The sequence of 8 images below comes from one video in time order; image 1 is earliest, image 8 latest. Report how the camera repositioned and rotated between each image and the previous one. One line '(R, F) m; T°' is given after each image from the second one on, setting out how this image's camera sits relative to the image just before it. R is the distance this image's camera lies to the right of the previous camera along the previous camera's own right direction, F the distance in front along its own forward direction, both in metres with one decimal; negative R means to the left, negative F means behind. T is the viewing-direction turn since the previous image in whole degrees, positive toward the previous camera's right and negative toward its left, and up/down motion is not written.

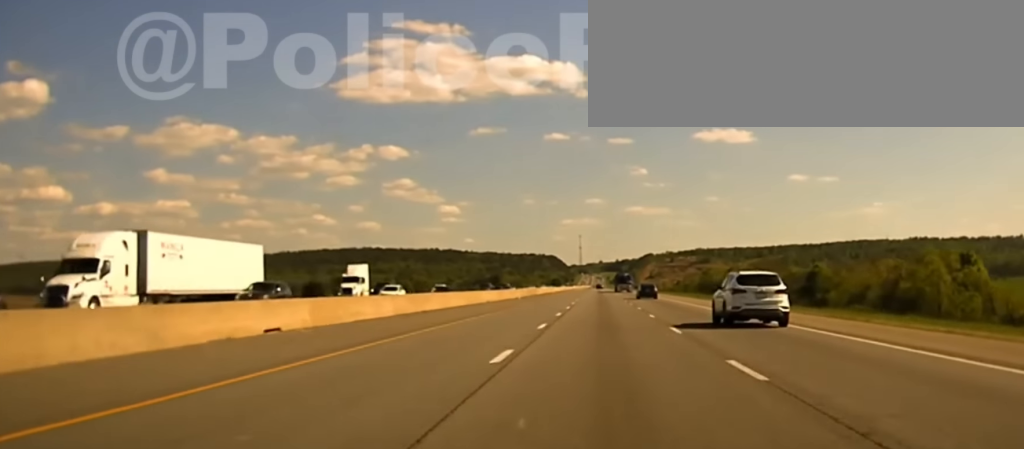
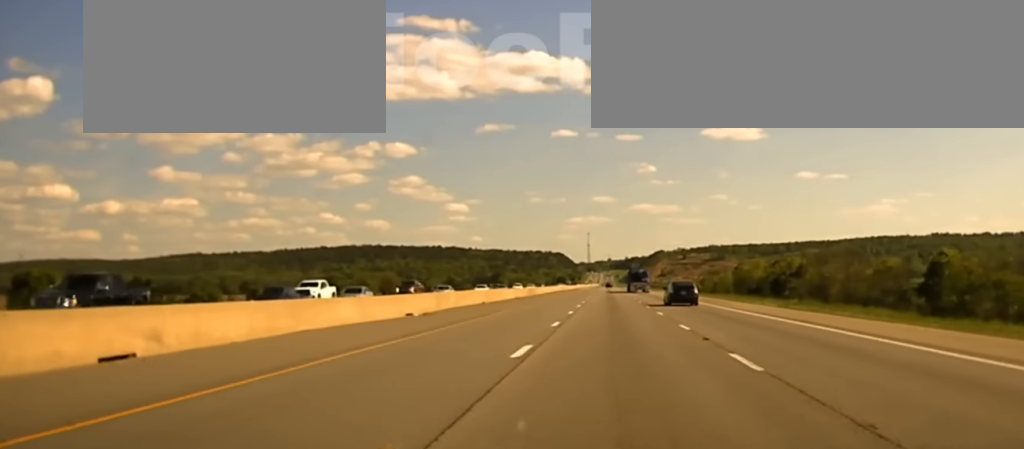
(+0.2, +74.1) m; 0°
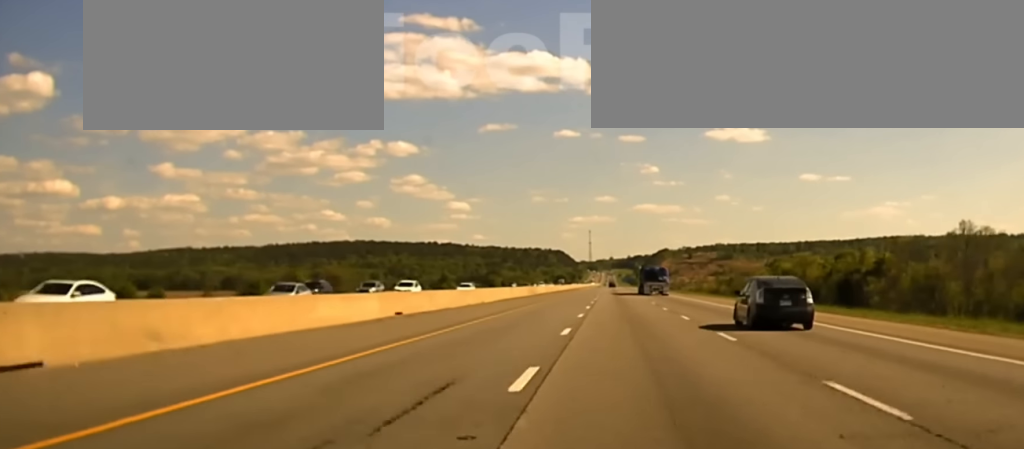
(-0.3, +72.1) m; 0°
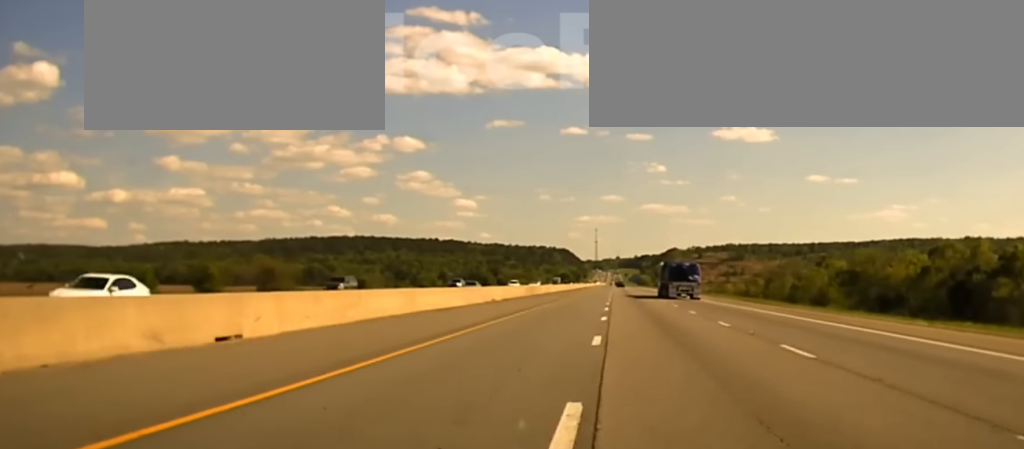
(-0.2, +58.9) m; 0°
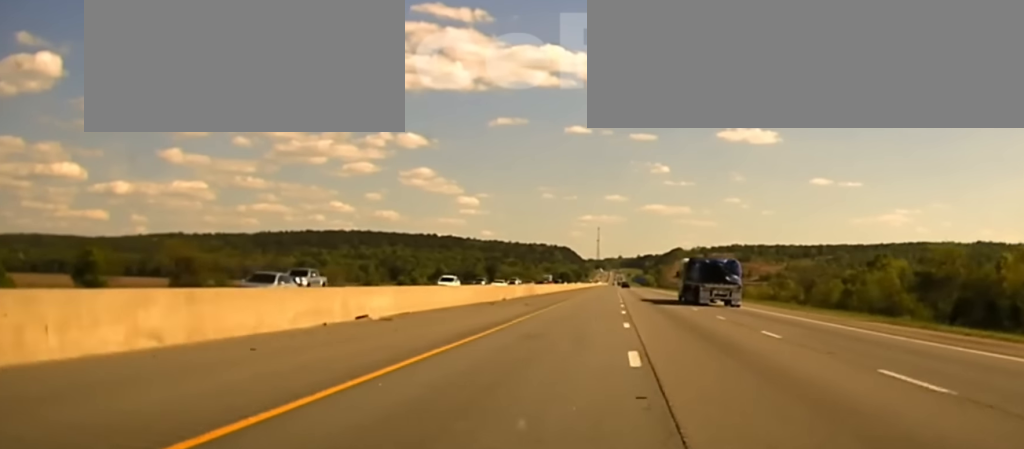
(+0.1, +39.9) m; 0°
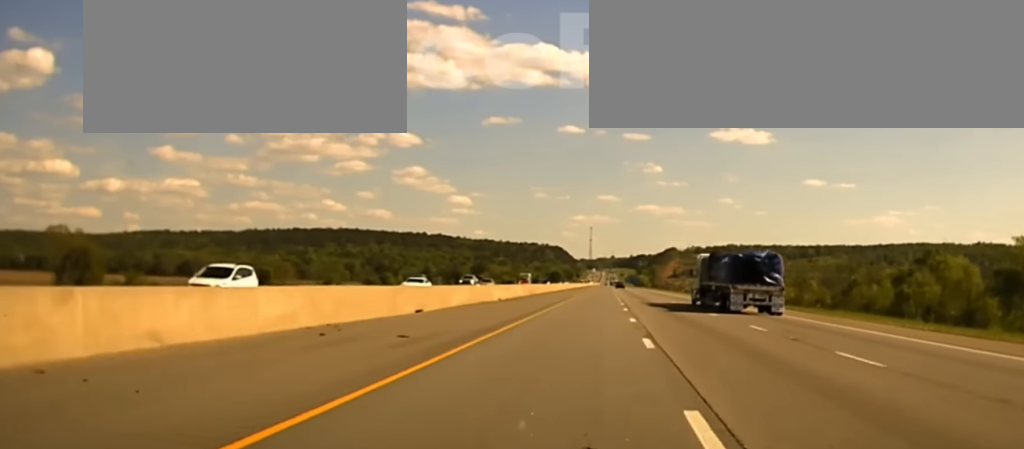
(+0.1, +31.4) m; 0°
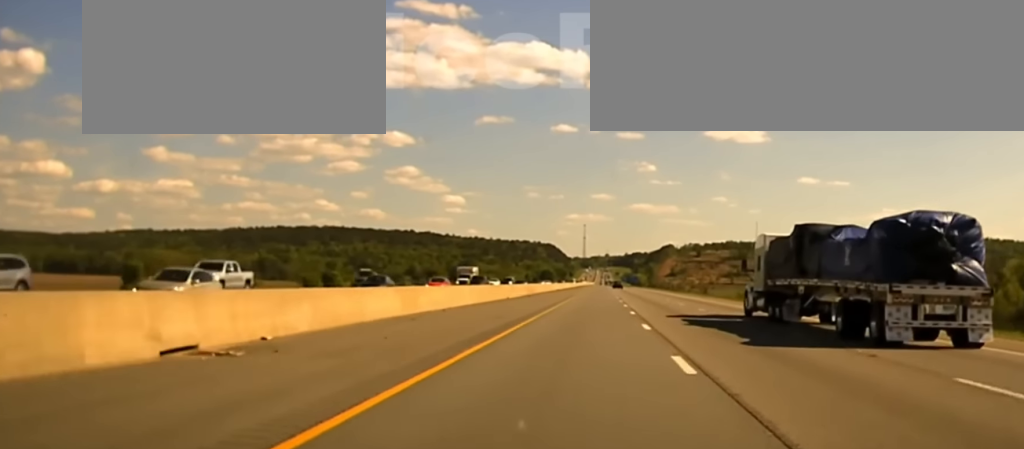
(+0.1, +52.5) m; 0°
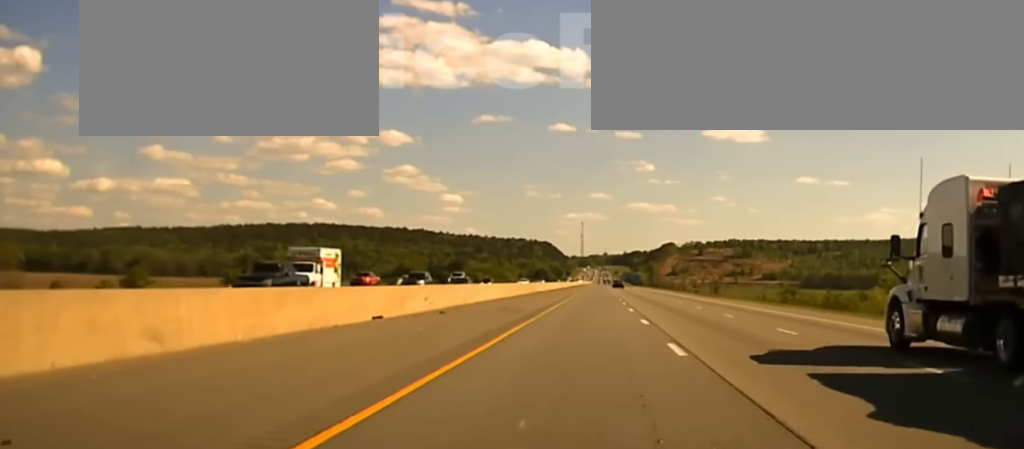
(0.0, +44.1) m; 0°
